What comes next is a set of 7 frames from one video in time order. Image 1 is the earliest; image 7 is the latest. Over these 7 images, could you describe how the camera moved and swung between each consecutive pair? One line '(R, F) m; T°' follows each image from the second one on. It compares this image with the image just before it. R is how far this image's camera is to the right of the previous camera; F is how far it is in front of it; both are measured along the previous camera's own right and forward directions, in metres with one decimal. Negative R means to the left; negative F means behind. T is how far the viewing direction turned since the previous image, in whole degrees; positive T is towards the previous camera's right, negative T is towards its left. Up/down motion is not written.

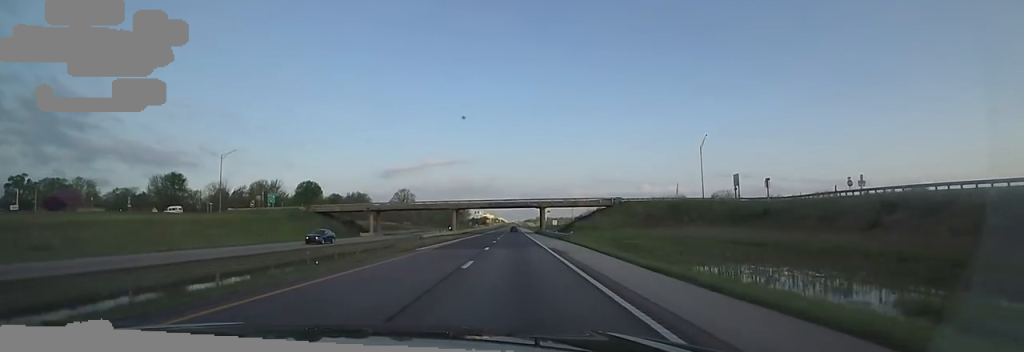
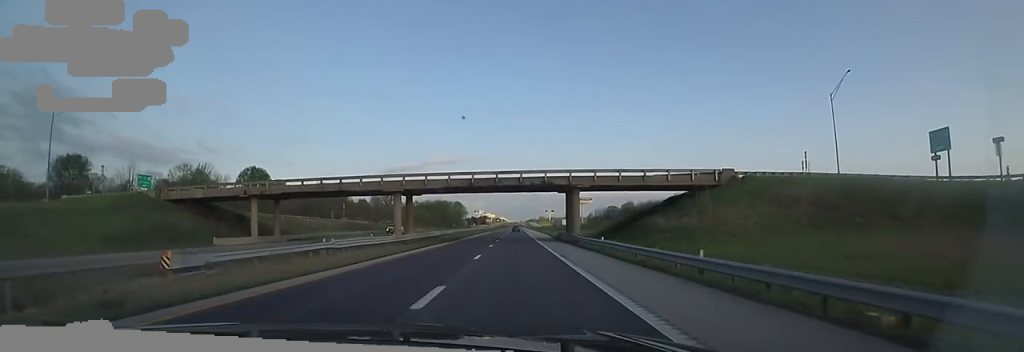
(-1.0, +44.4) m; +1°
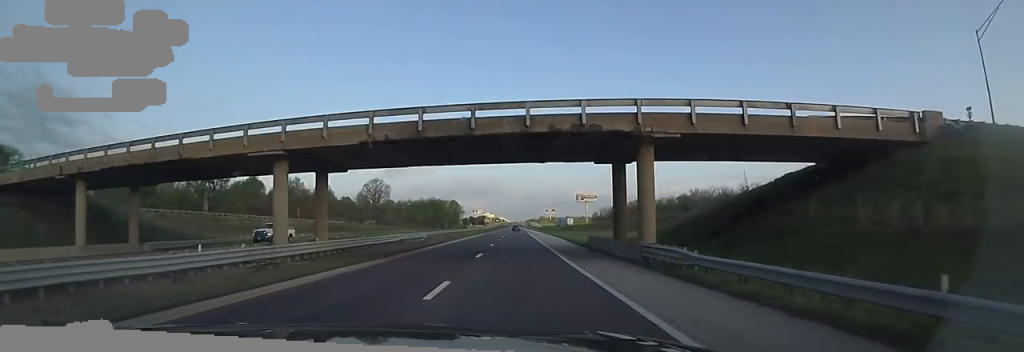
(+0.7, +23.3) m; +2°
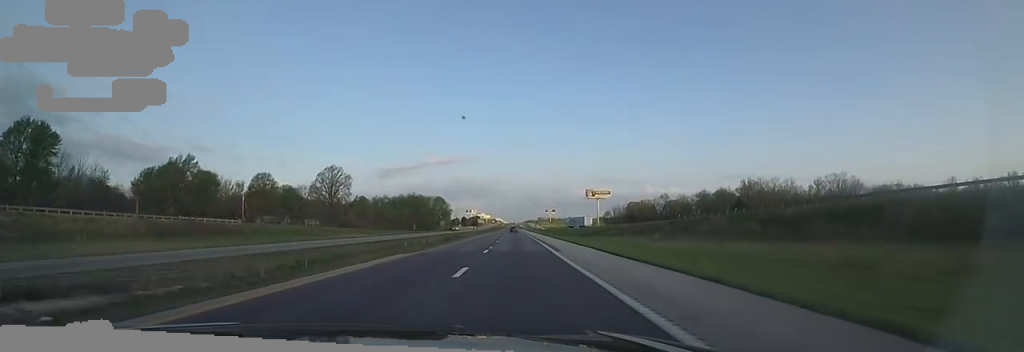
(0.0, +56.7) m; -1°
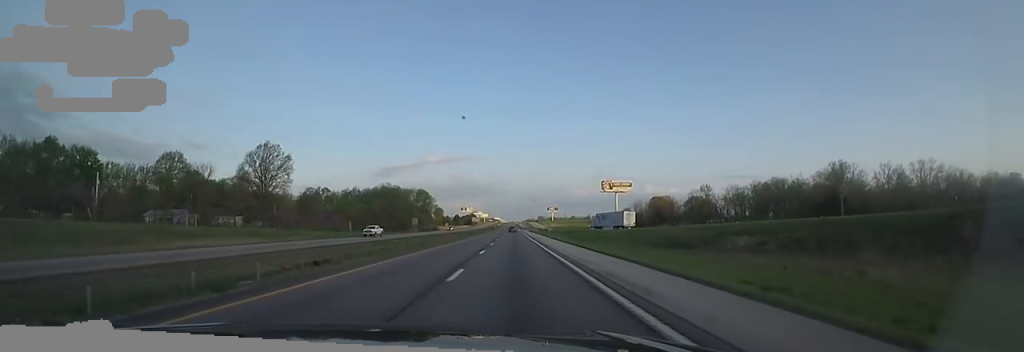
(-1.4, +54.2) m; -1°
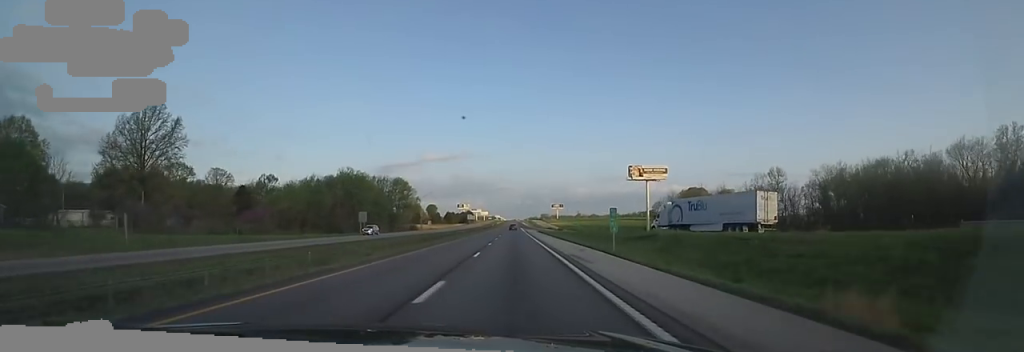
(+1.8, +54.9) m; +2°
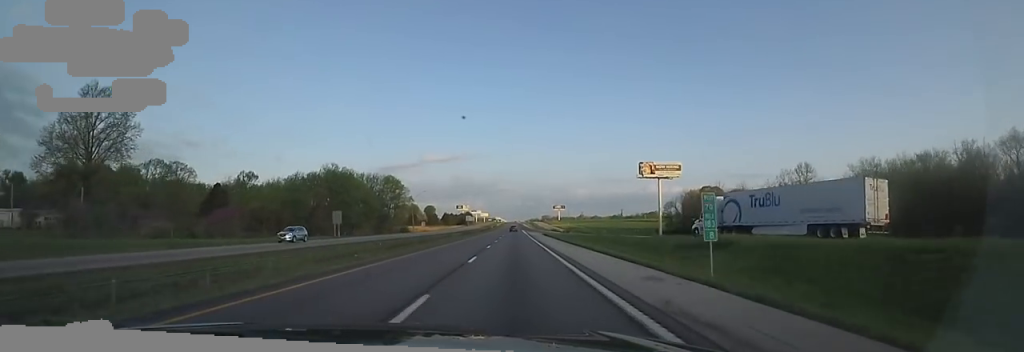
(-0.1, +15.4) m; 0°
